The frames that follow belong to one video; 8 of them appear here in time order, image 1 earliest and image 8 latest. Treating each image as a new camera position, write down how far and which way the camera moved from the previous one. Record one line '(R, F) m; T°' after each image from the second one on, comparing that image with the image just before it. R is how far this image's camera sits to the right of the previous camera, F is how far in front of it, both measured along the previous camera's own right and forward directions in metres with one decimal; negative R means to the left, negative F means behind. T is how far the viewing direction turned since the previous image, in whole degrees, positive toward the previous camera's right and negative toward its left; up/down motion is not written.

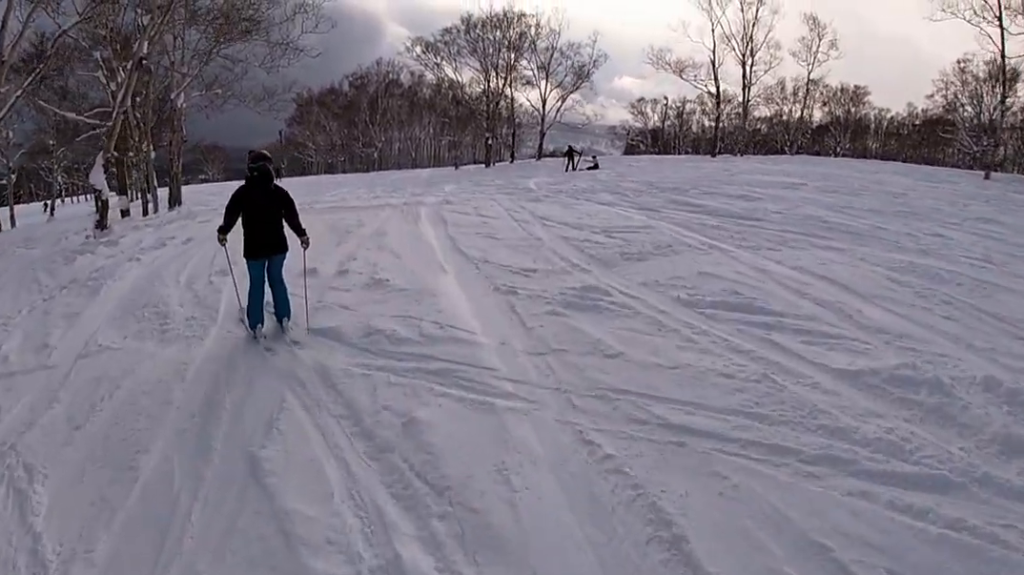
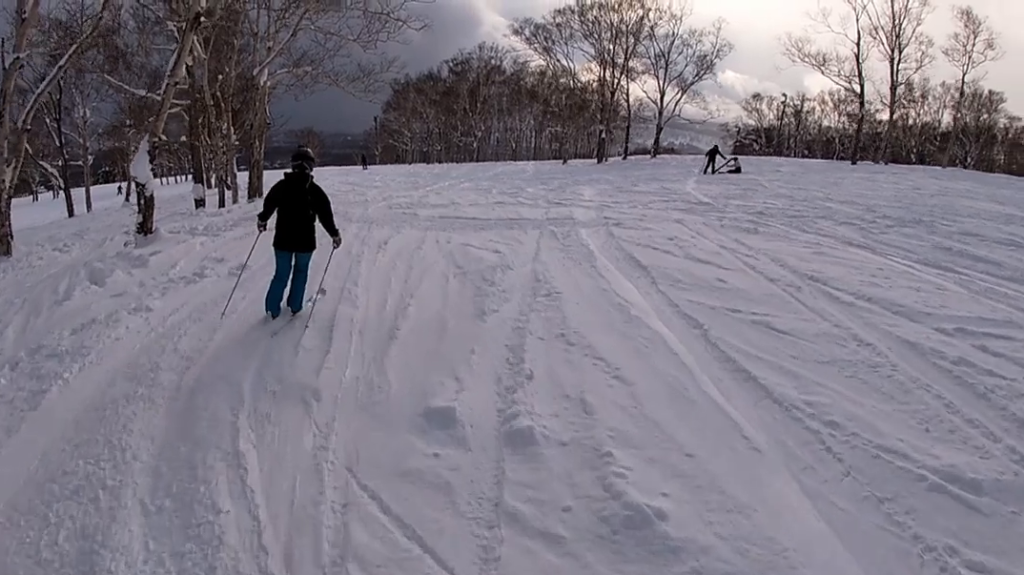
(-0.1, +4.7) m; -7°
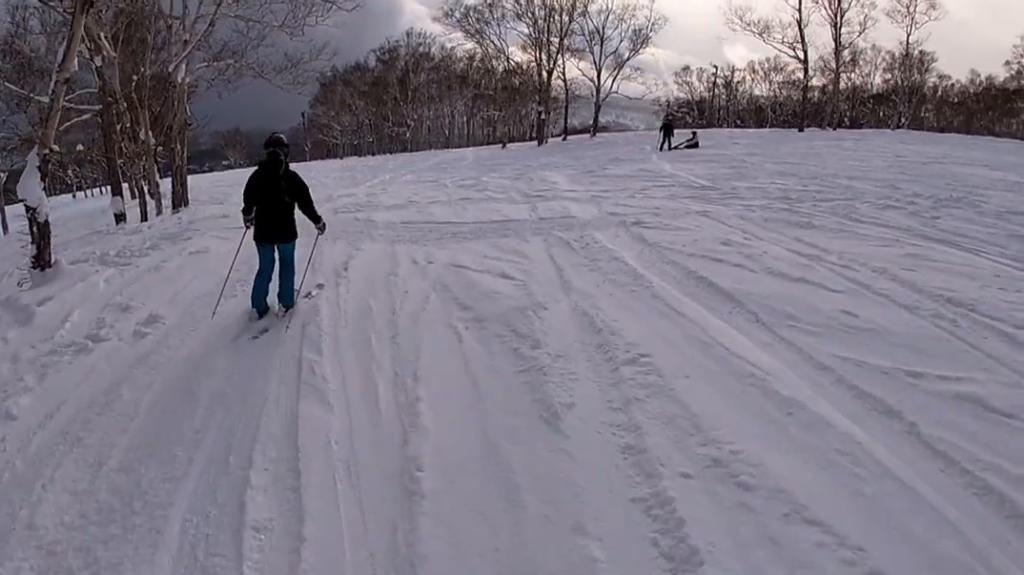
(-0.2, +2.3) m; -1°
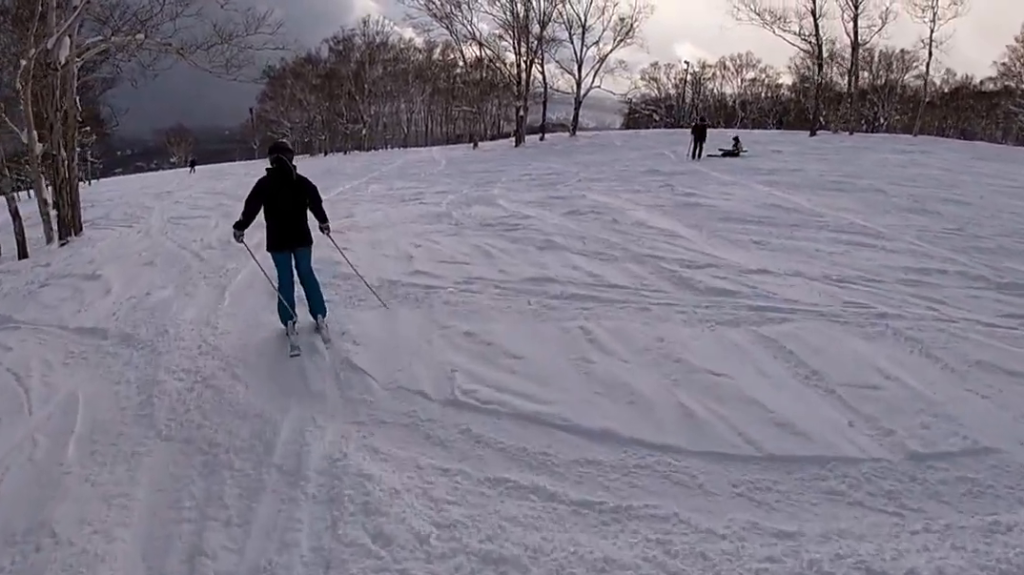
(+0.2, +7.5) m; +5°
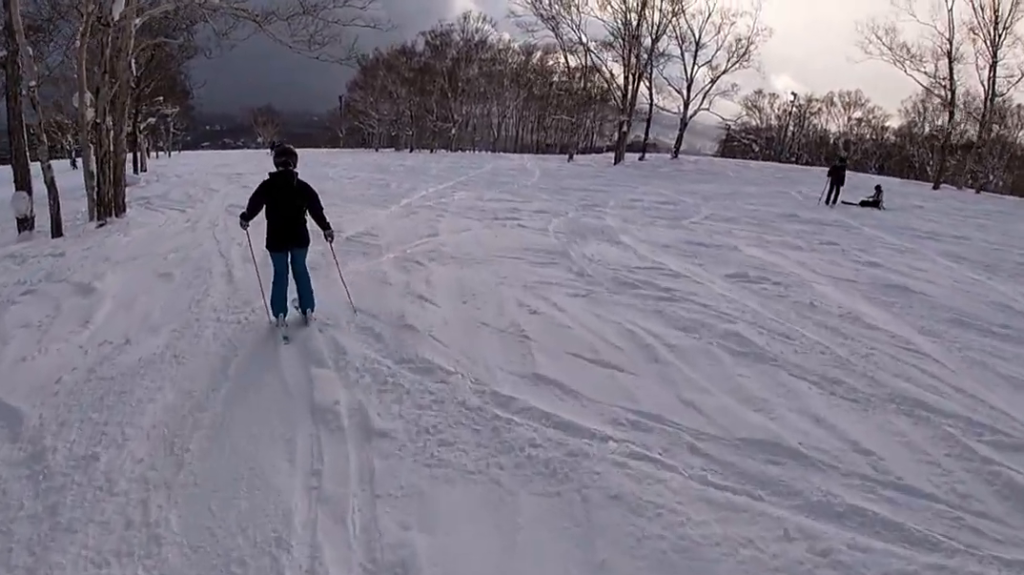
(0.0, +3.5) m; -8°
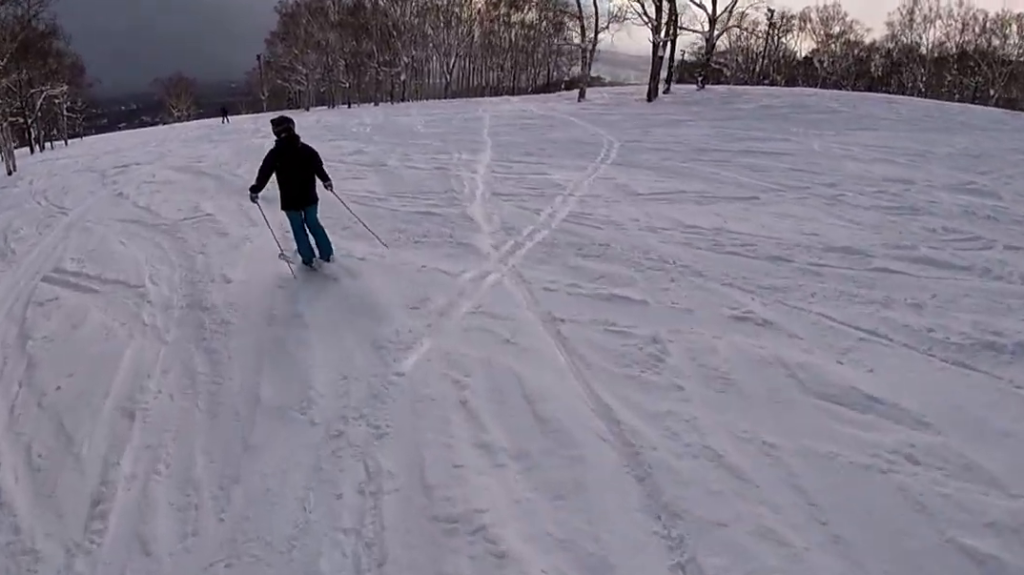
(-1.6, +12.7) m; -3°
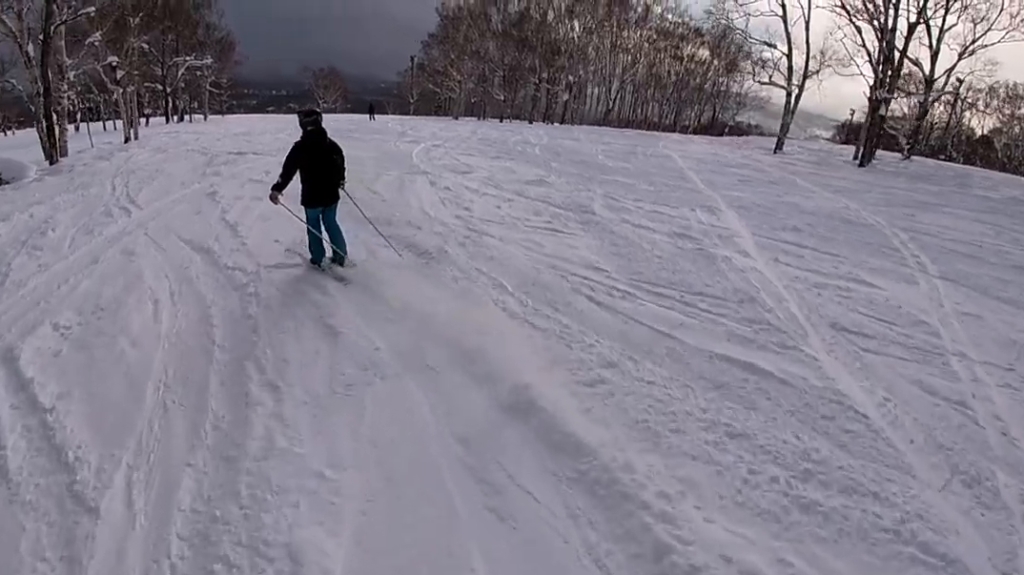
(0.0, +4.8) m; -2°
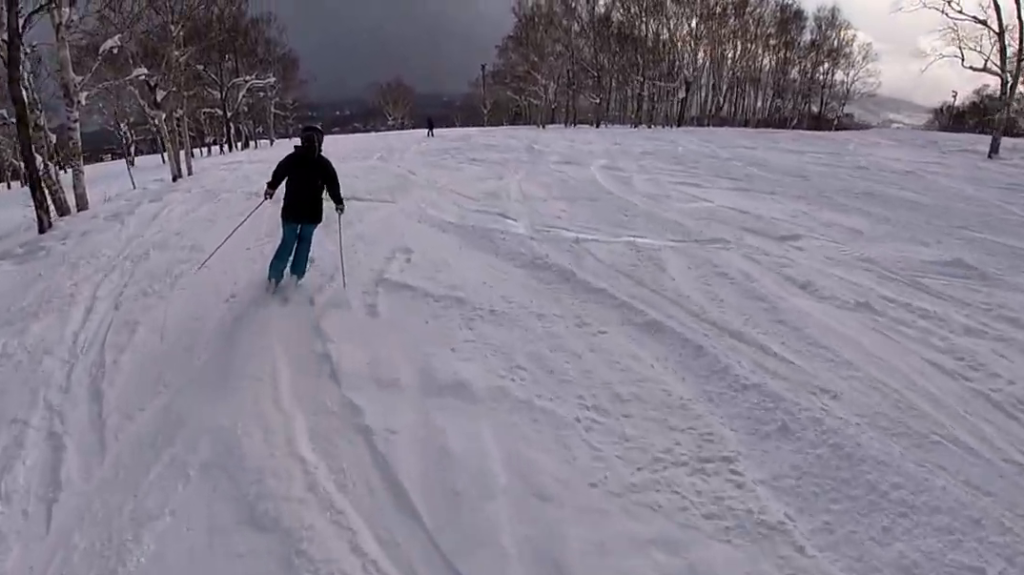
(-0.6, +7.8) m; 0°
